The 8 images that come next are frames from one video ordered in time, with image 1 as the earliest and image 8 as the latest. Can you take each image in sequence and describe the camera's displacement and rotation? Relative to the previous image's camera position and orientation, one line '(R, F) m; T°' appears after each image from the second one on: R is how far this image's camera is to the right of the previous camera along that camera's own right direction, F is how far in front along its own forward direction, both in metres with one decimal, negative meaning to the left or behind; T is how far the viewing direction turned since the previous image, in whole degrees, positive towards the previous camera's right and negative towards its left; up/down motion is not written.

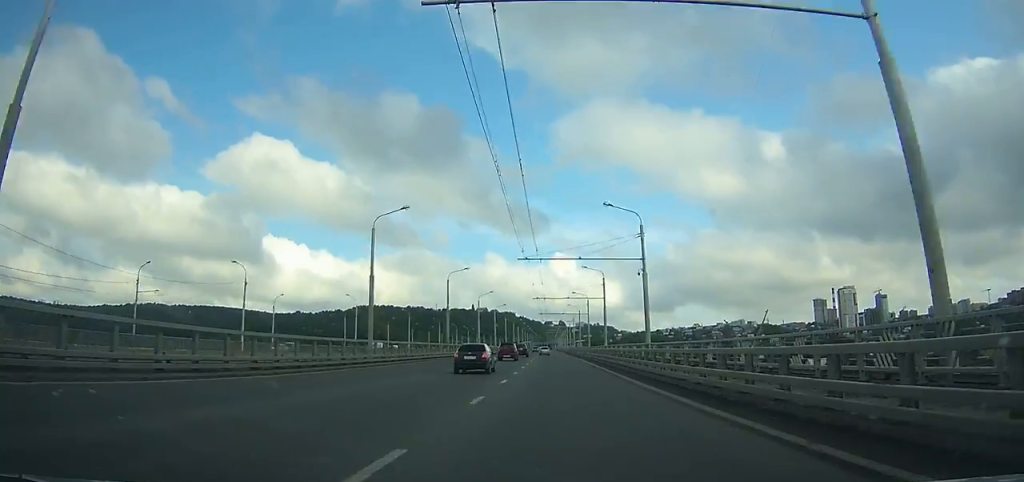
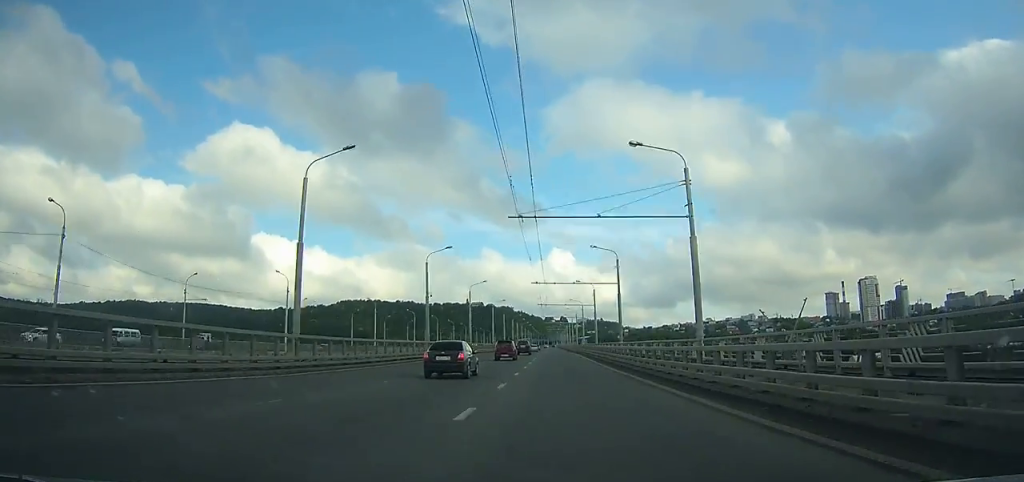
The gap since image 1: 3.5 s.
(0.0, +71.6) m; 0°
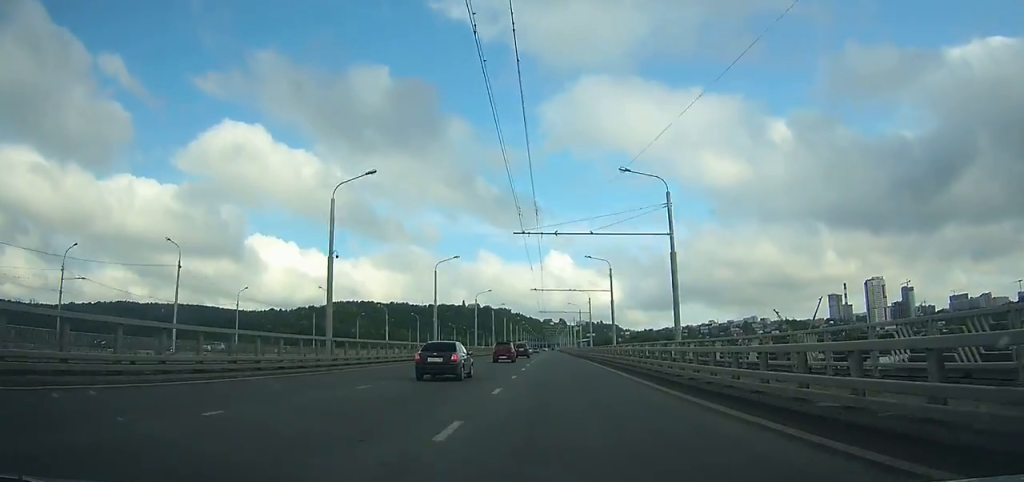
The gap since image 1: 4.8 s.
(0.0, +26.5) m; 0°
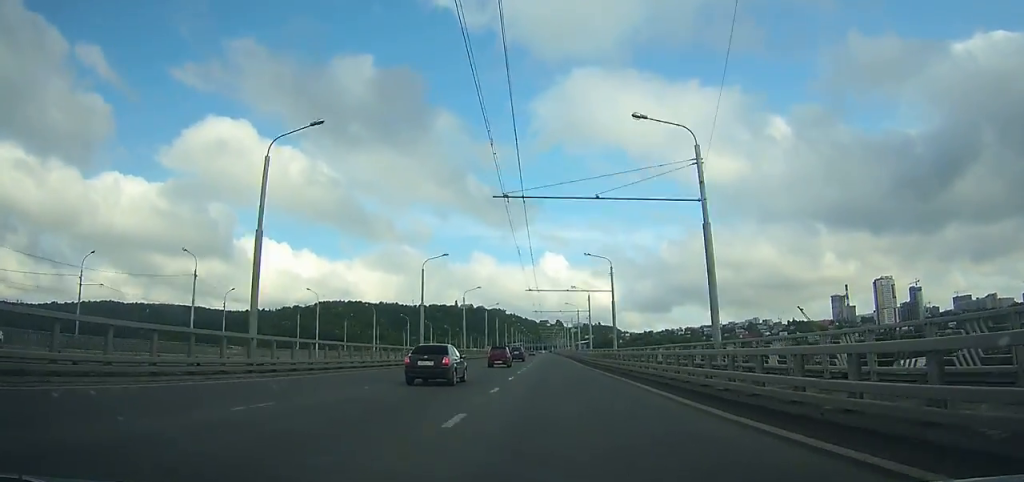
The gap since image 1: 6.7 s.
(0.0, +38.7) m; 0°
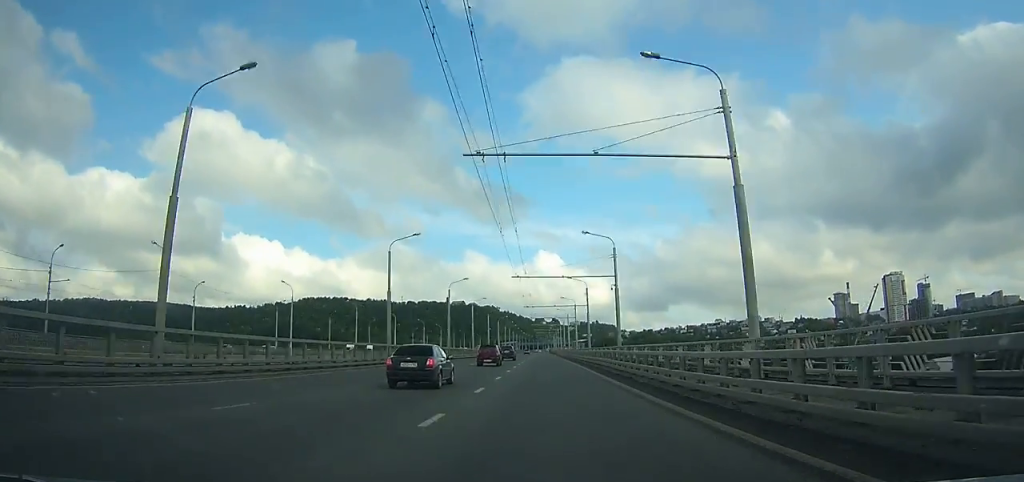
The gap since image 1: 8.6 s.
(+0.2, +38.3) m; 0°
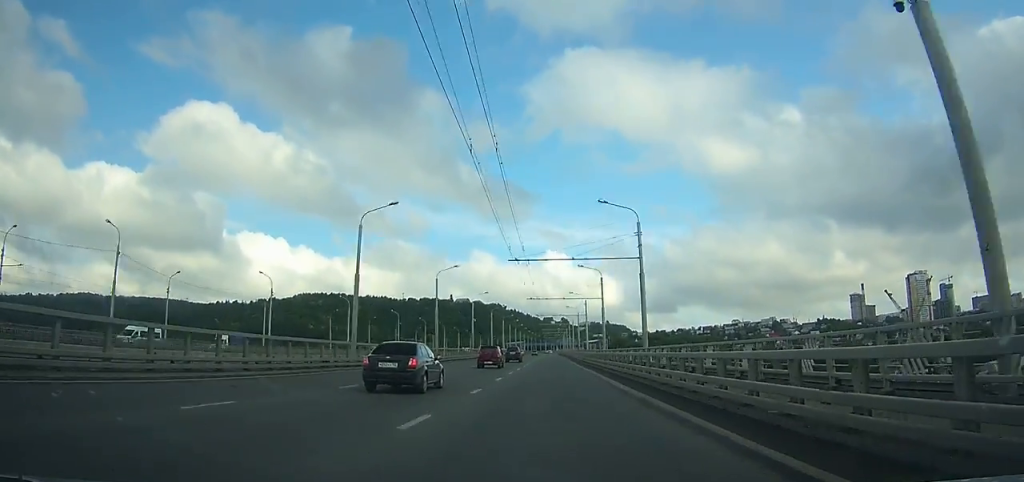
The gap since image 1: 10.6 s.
(+0.1, +40.1) m; 0°
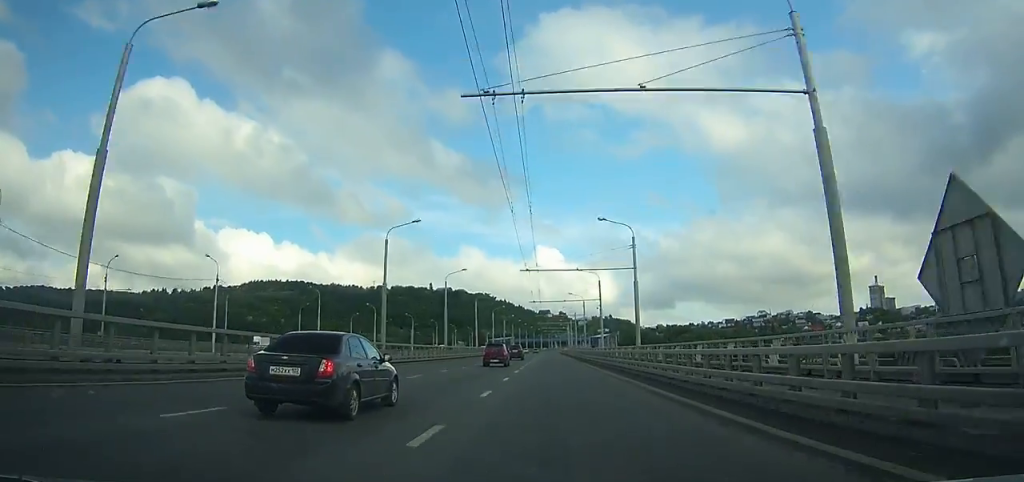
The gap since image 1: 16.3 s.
(-0.5, +111.0) m; 0°
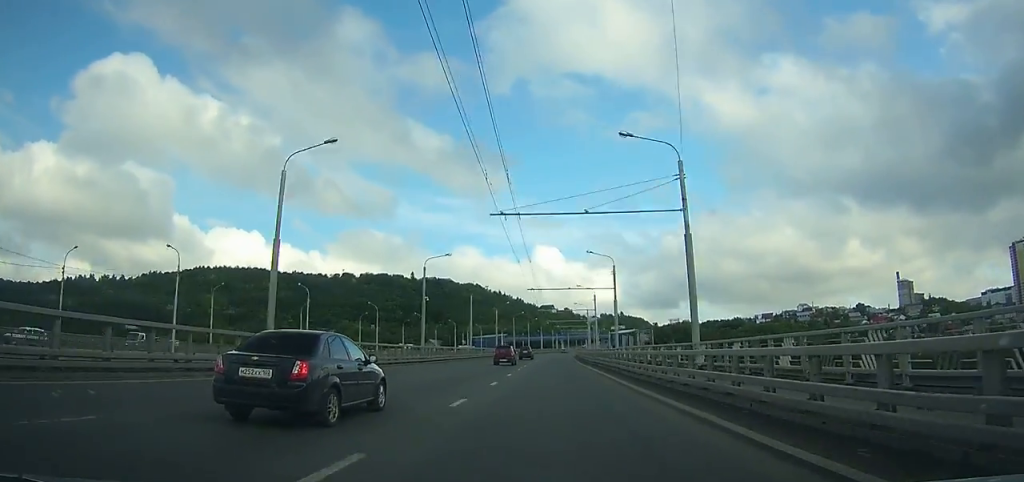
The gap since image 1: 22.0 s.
(+0.2, +104.7) m; 0°
